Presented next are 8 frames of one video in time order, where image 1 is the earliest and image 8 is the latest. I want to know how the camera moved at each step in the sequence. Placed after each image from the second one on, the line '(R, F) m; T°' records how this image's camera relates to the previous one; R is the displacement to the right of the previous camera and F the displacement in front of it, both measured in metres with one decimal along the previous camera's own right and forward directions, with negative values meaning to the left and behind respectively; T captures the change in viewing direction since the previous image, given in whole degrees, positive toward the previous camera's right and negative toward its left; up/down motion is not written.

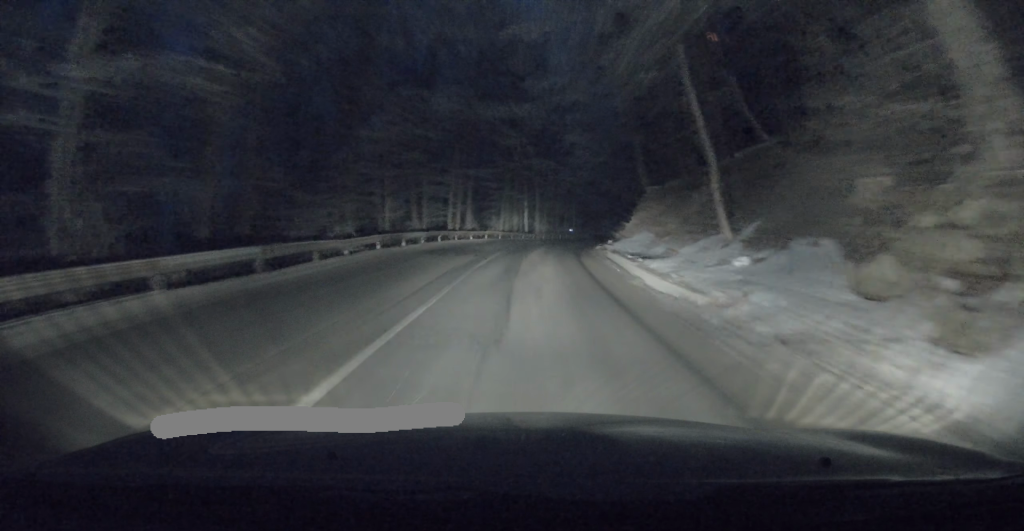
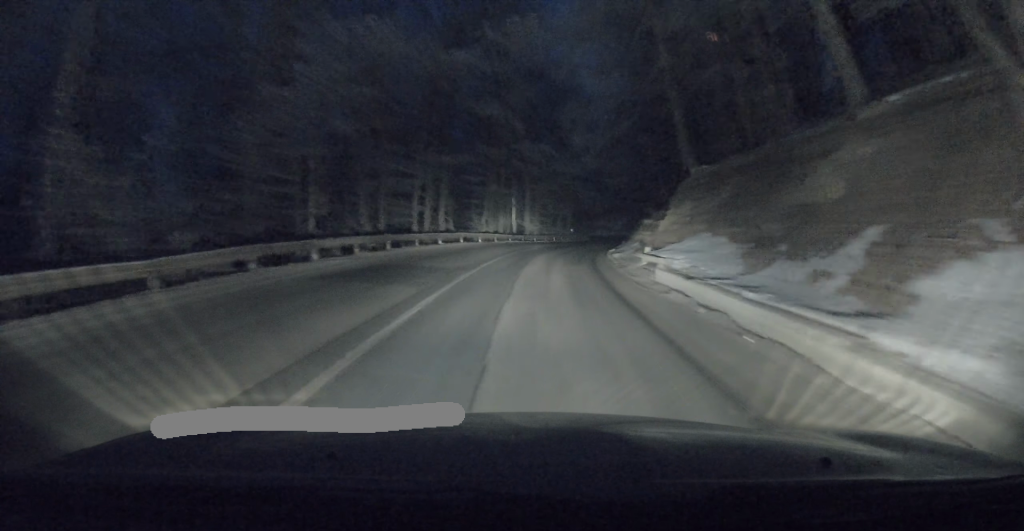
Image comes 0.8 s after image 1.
(0.0, +10.5) m; 0°
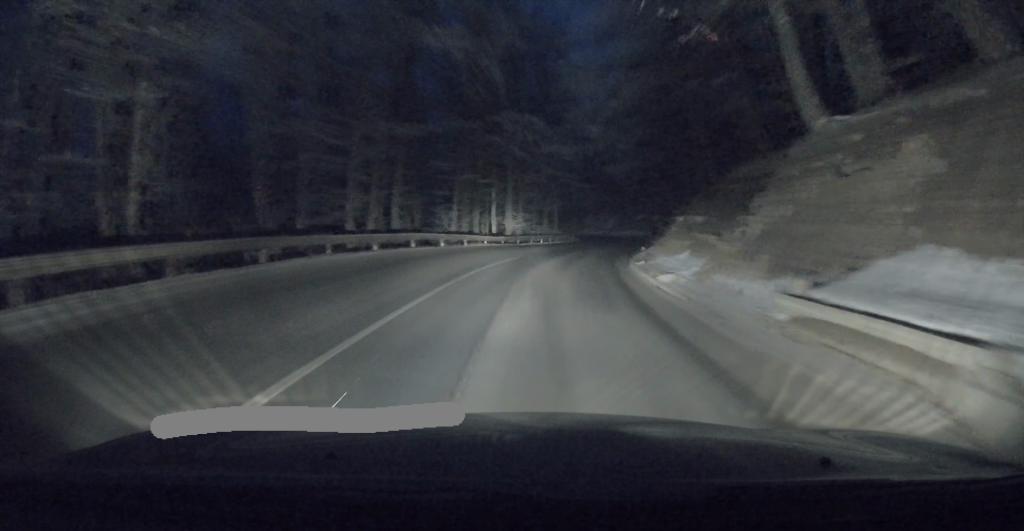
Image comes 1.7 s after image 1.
(0.0, +10.0) m; 0°
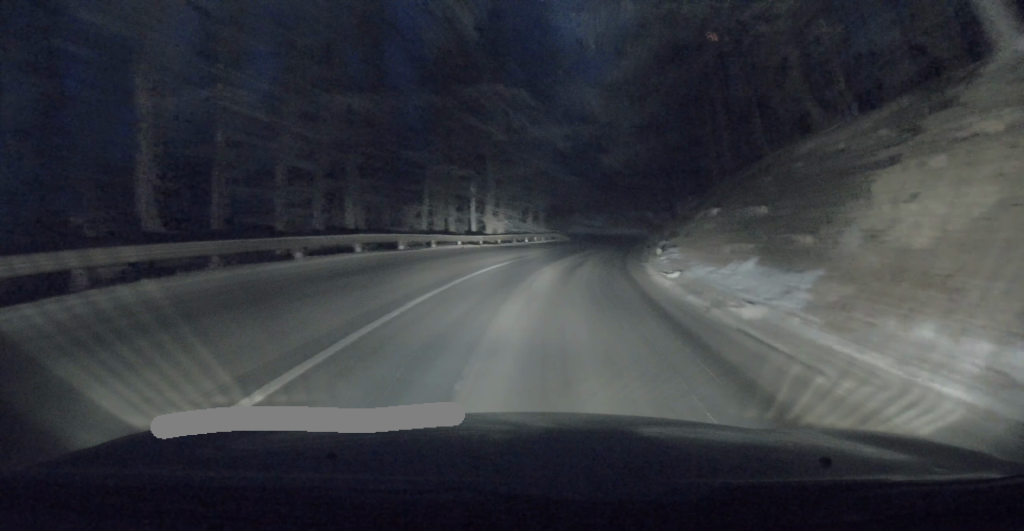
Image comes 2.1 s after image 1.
(0.0, +5.5) m; +1°
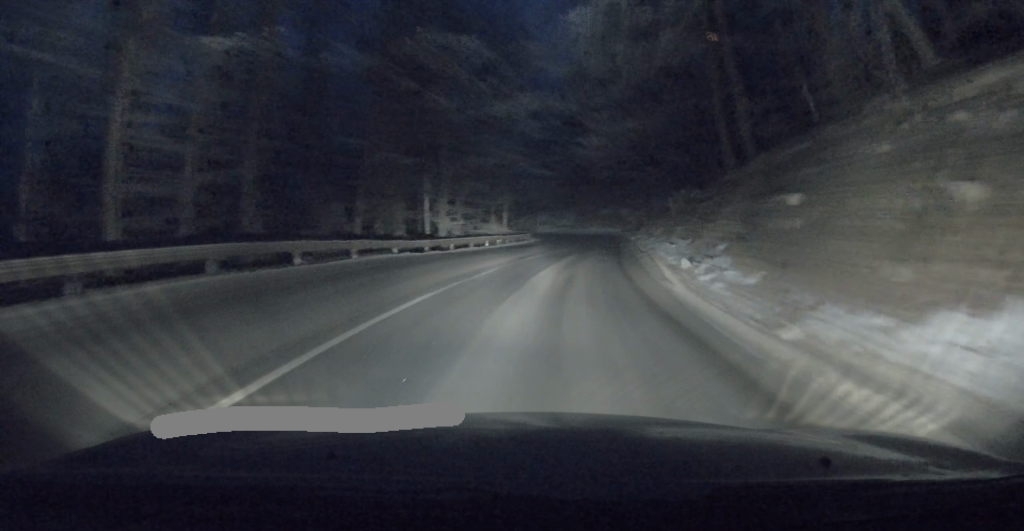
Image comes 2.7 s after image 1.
(-0.1, +6.6) m; +1°
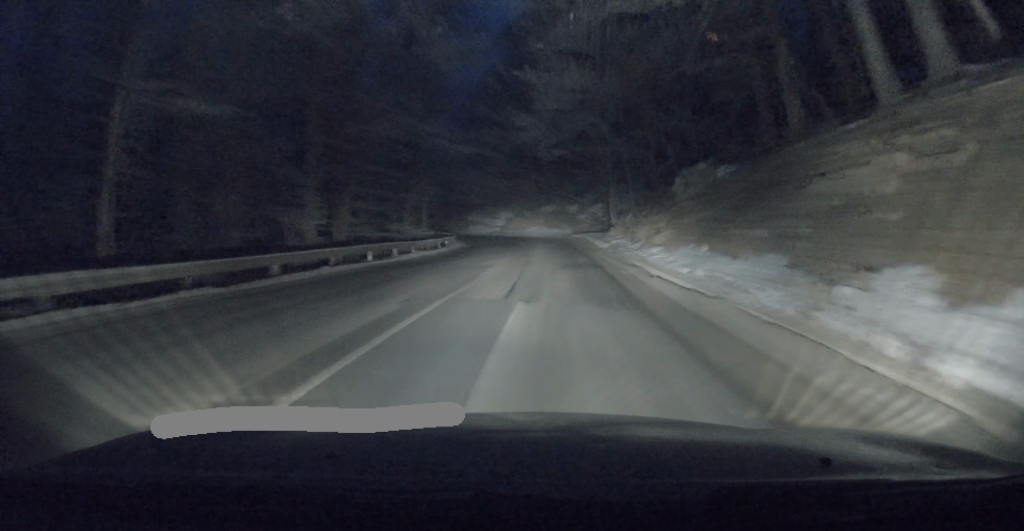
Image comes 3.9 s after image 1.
(+0.6, +13.7) m; +5°
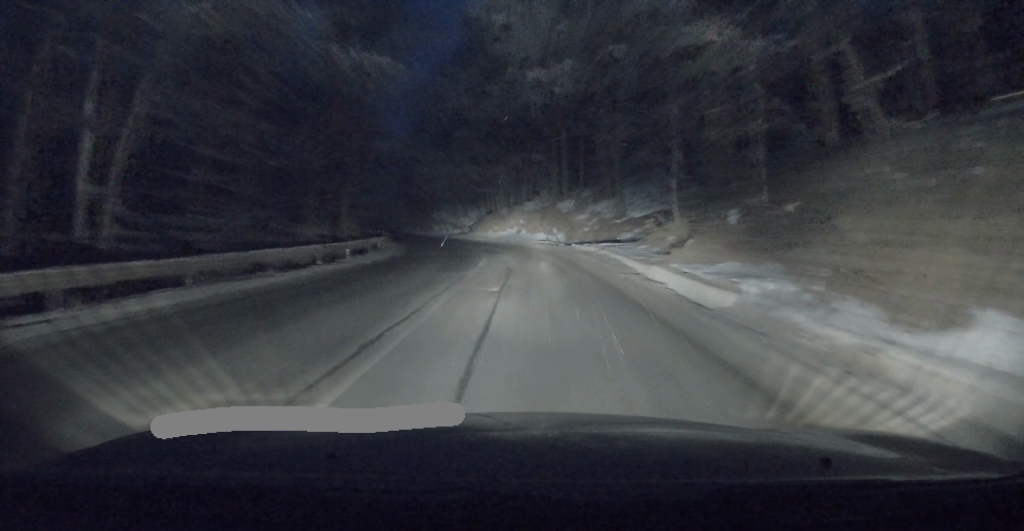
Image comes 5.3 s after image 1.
(+0.7, +18.0) m; +3°
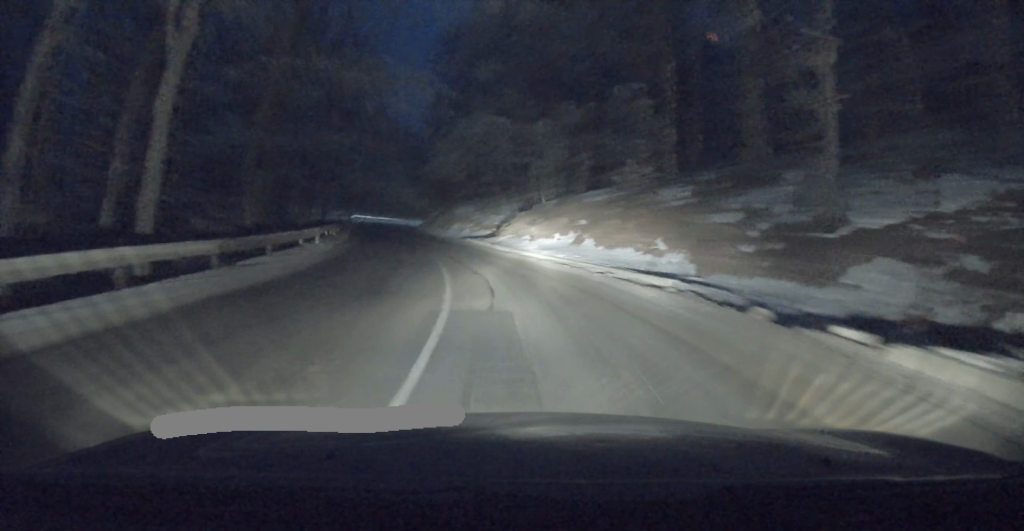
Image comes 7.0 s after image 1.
(-0.1, +21.8) m; -3°
